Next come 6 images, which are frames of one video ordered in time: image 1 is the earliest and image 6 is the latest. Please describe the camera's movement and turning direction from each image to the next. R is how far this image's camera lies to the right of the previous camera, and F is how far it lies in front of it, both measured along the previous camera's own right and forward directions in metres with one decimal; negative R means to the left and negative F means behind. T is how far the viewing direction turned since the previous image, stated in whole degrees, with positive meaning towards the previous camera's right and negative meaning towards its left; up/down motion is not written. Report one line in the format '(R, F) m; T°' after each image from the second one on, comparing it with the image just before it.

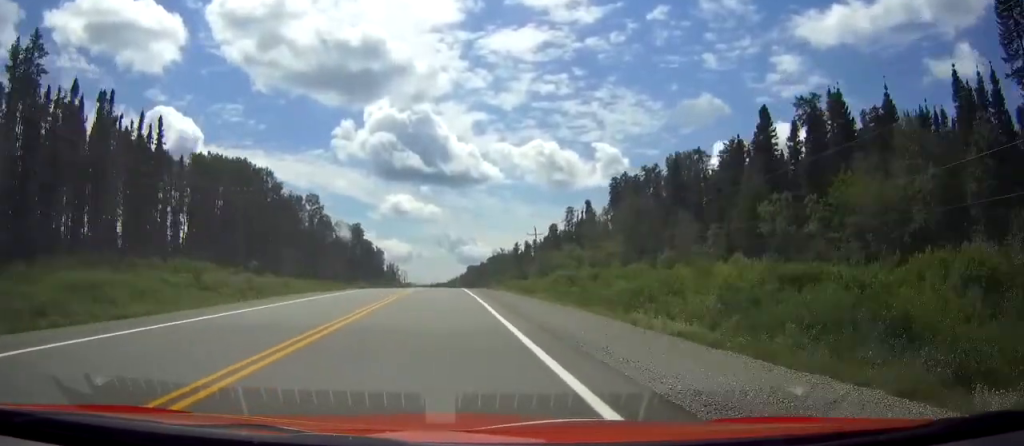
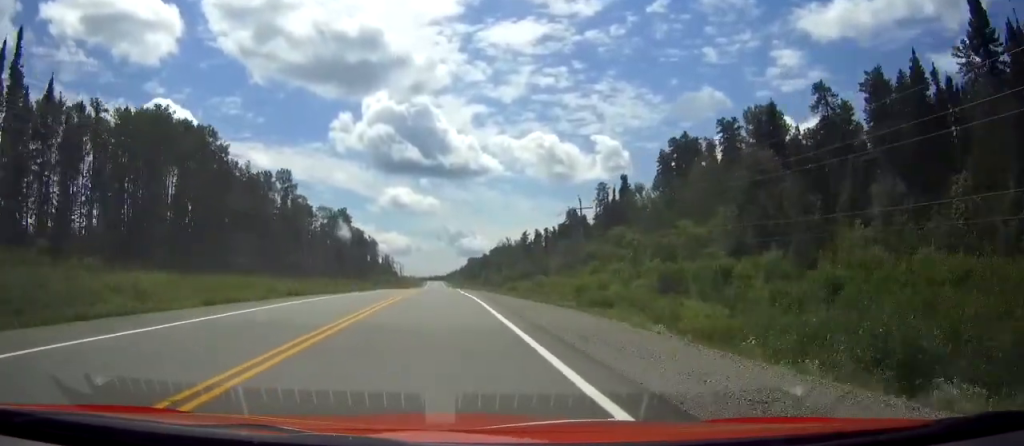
(0.0, +33.2) m; 0°
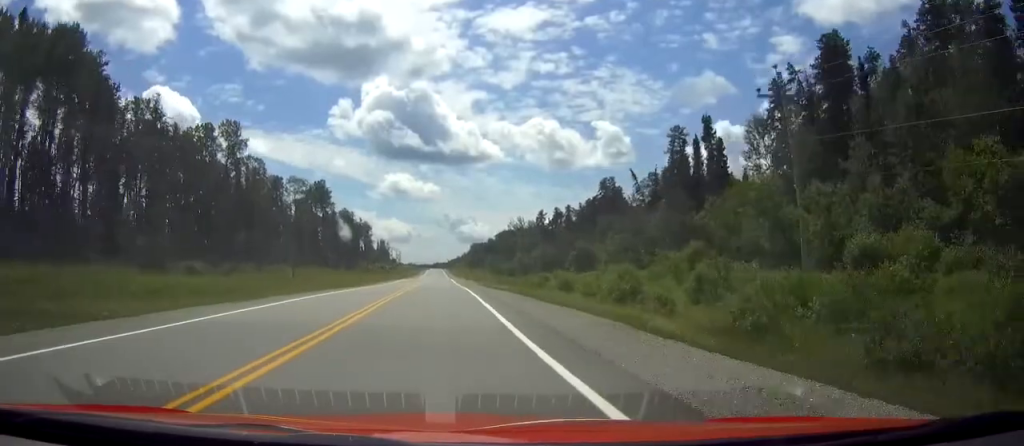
(0.0, +41.3) m; 0°
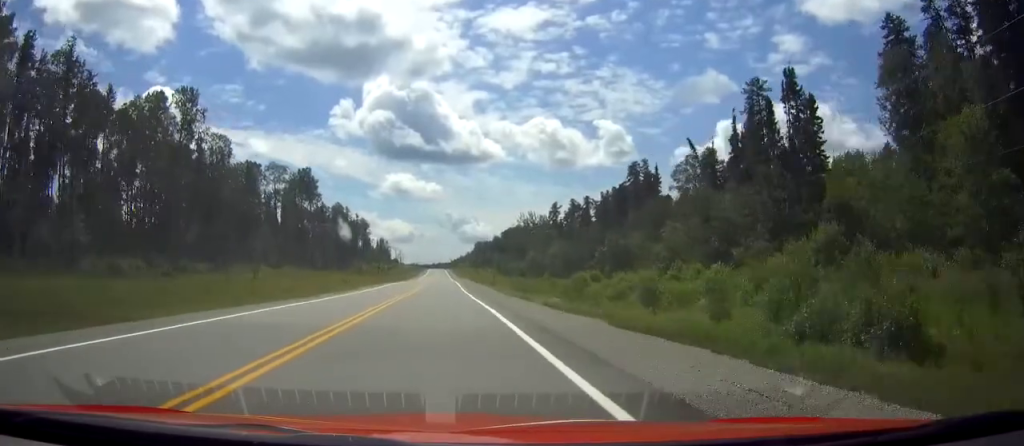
(0.0, +22.6) m; 0°
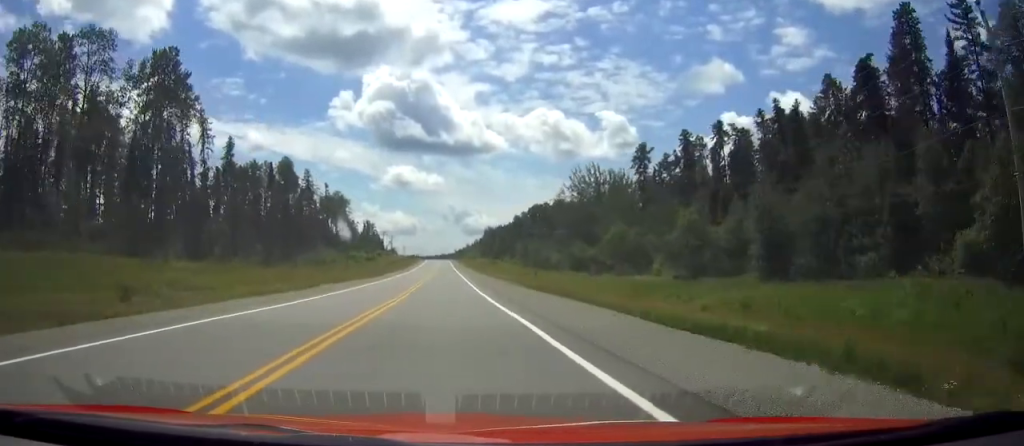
(-0.3, +84.6) m; 0°
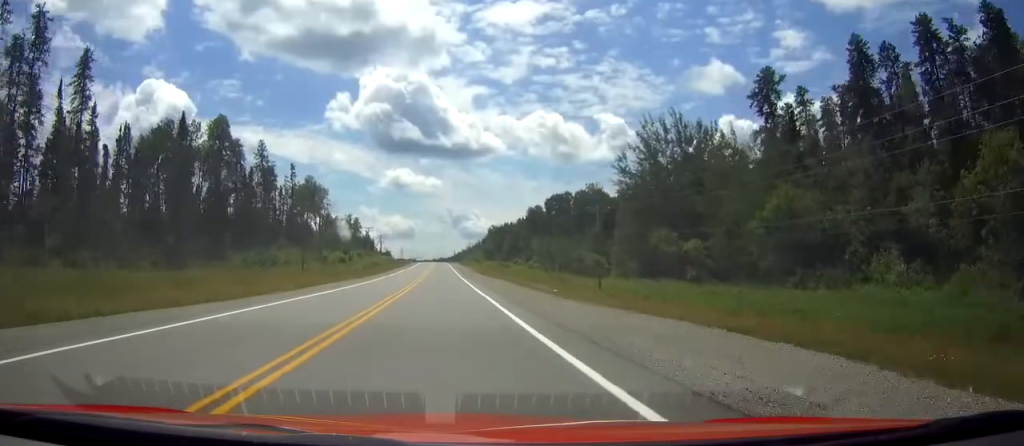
(-0.1, +46.7) m; 0°
